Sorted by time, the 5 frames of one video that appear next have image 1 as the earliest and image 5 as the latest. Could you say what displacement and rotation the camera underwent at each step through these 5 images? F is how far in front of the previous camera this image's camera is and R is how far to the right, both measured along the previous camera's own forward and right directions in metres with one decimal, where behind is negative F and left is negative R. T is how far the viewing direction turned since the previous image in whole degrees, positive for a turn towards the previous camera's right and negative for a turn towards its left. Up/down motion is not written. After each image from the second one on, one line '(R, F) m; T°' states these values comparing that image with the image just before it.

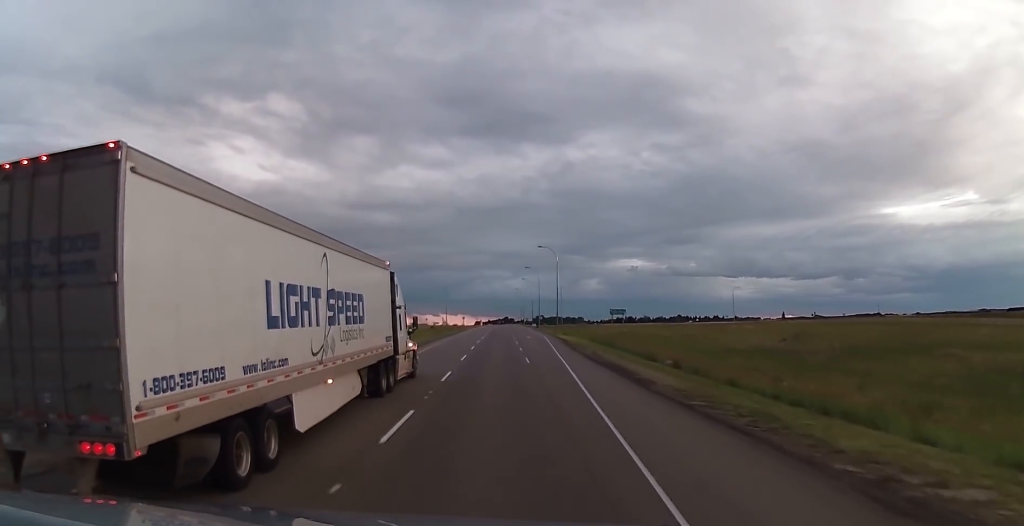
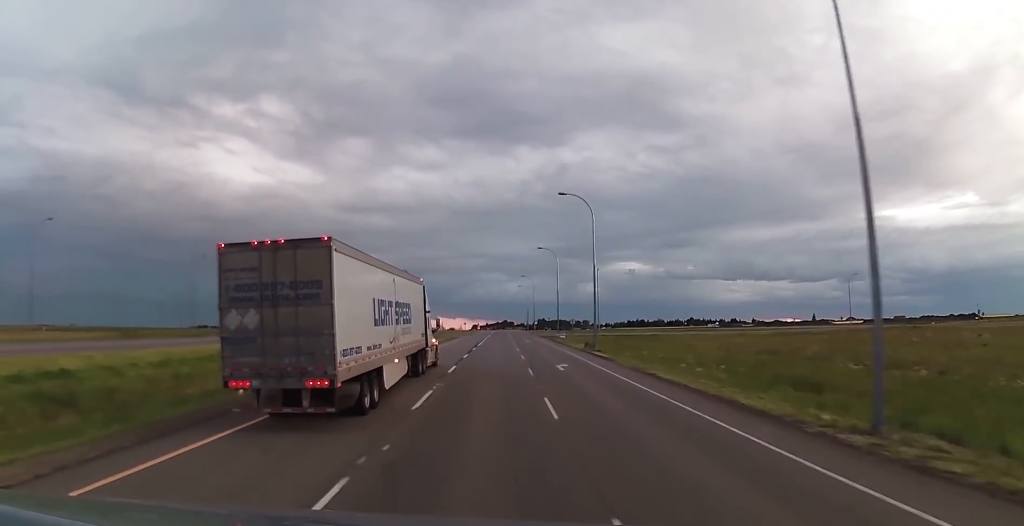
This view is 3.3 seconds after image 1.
(-0.3, +94.7) m; 0°
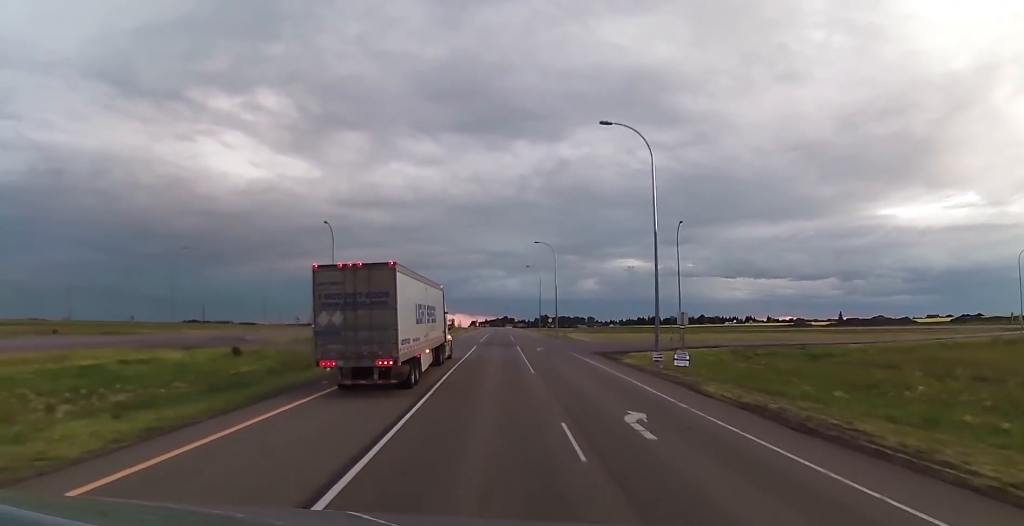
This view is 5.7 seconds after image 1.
(+0.1, +67.2) m; 0°
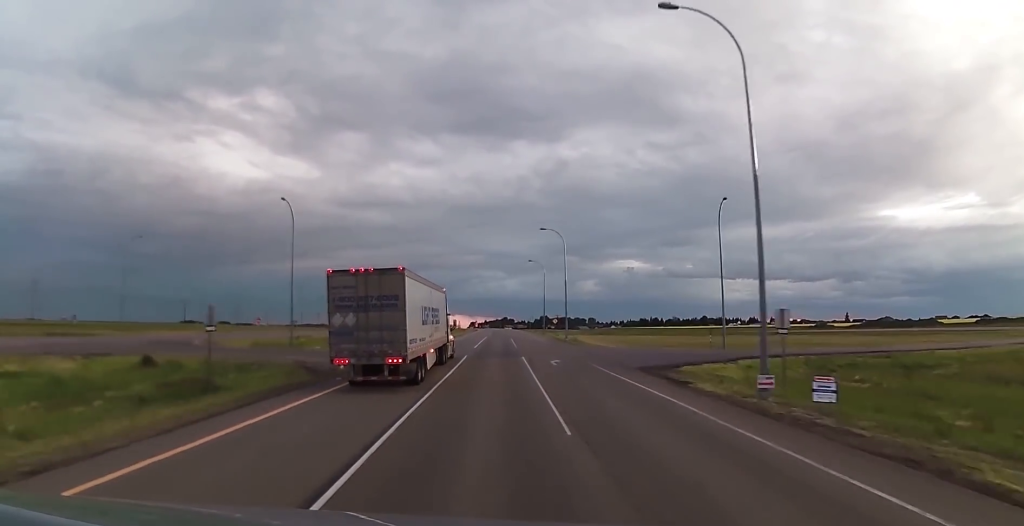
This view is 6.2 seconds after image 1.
(+0.1, +16.4) m; 0°
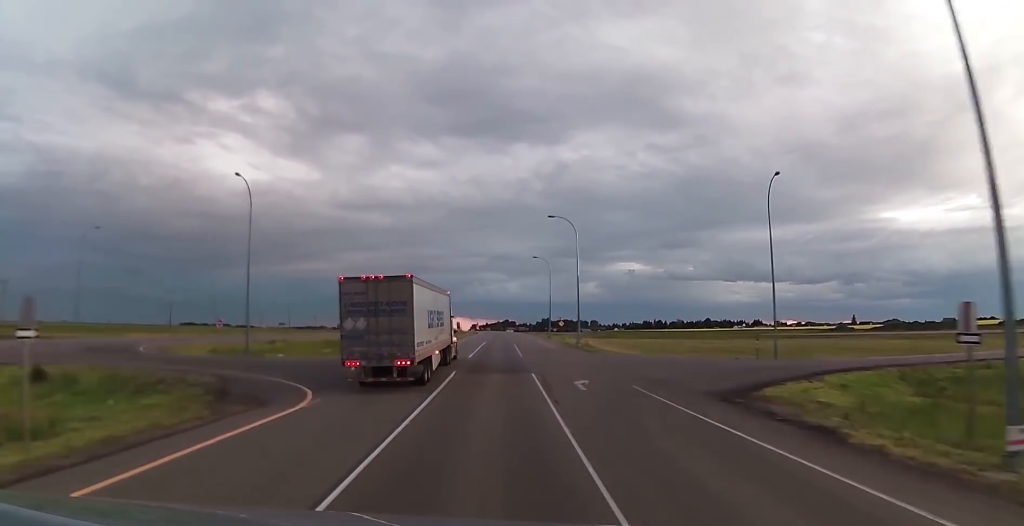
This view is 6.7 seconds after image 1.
(0.0, +11.7) m; 0°
